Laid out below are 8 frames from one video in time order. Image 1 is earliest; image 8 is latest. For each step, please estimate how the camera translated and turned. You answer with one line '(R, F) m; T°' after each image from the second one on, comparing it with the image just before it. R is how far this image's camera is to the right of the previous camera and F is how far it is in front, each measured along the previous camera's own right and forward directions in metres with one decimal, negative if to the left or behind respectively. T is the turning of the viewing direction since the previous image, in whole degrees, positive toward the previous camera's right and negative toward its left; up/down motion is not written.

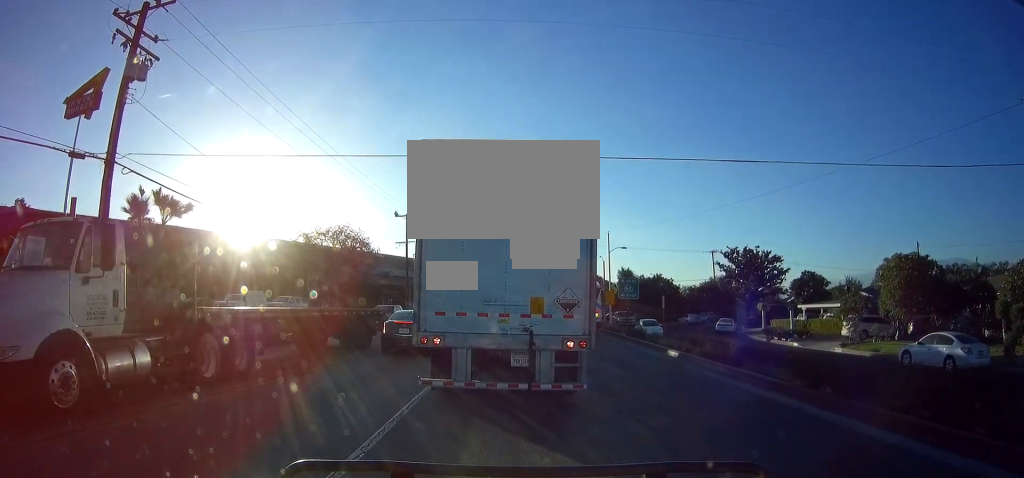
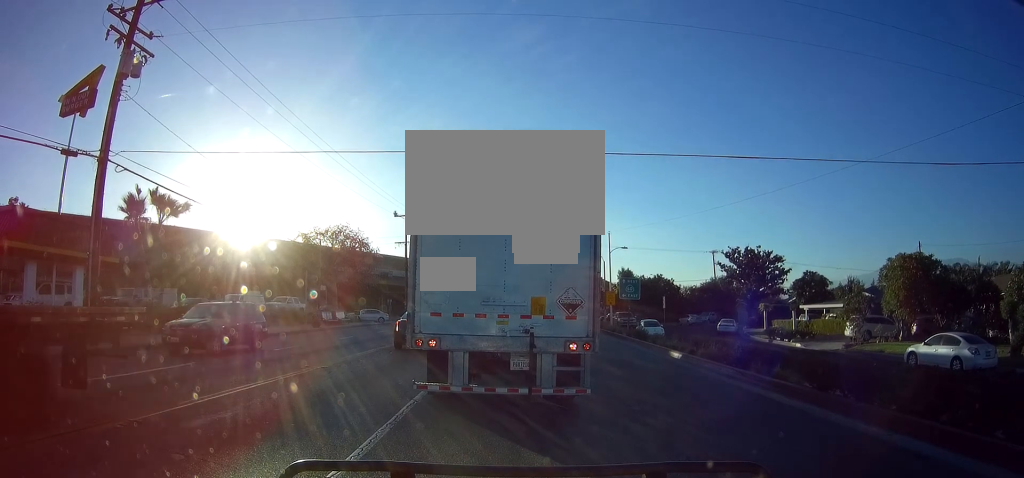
(0.0, +0.6) m; 0°
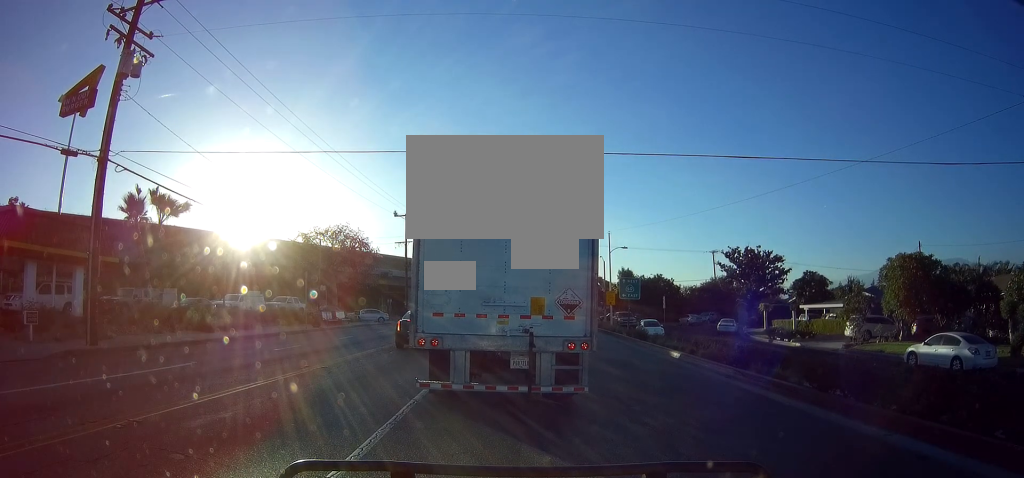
(-0.1, +0.8) m; 0°
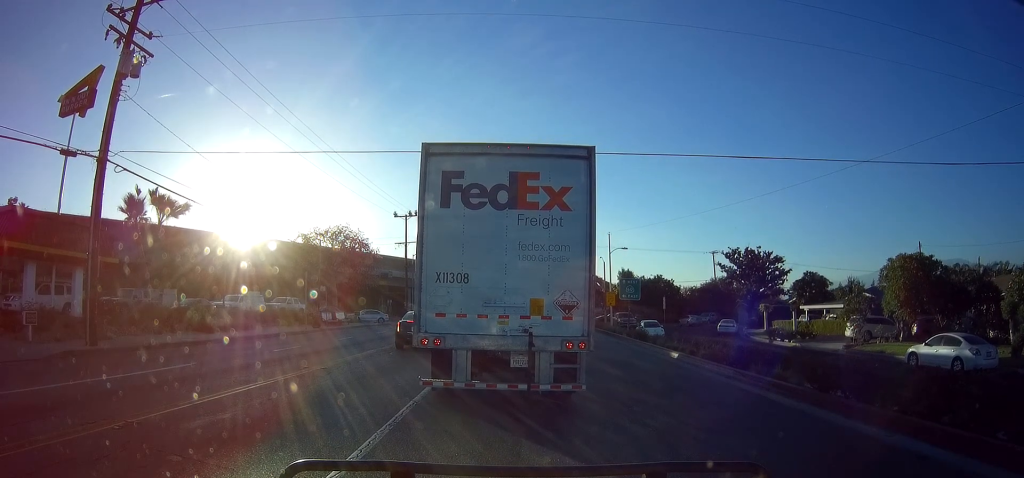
(0.0, 0.0) m; 0°
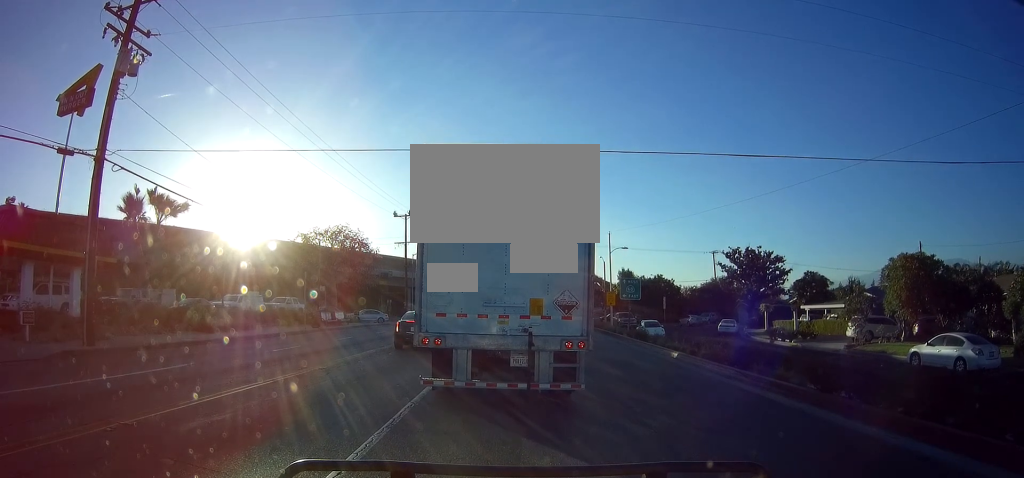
(0.0, +0.3) m; 0°
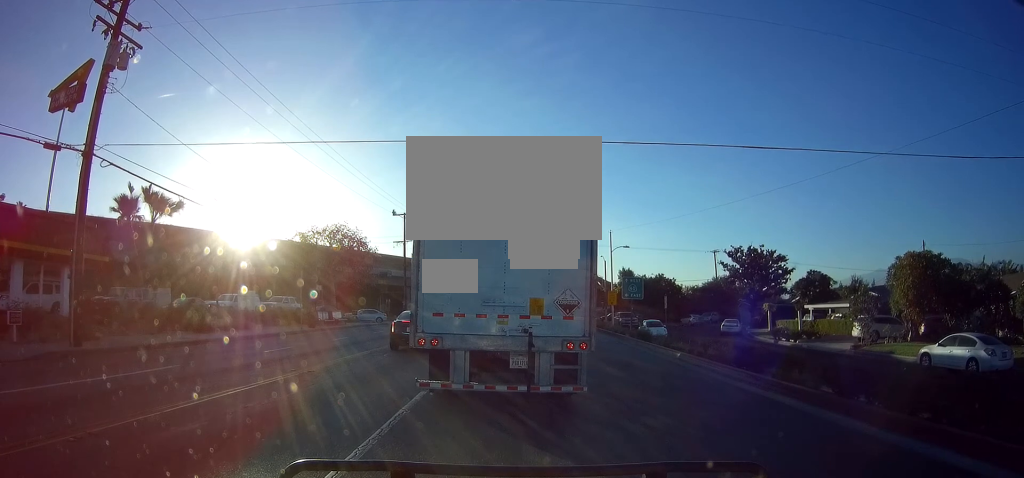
(+0.1, +0.7) m; 0°
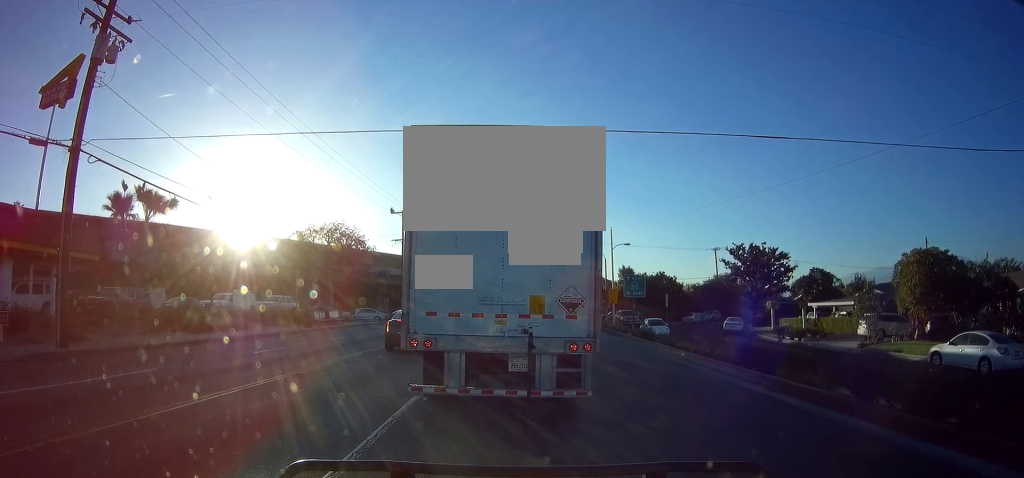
(0.0, +0.4) m; 0°
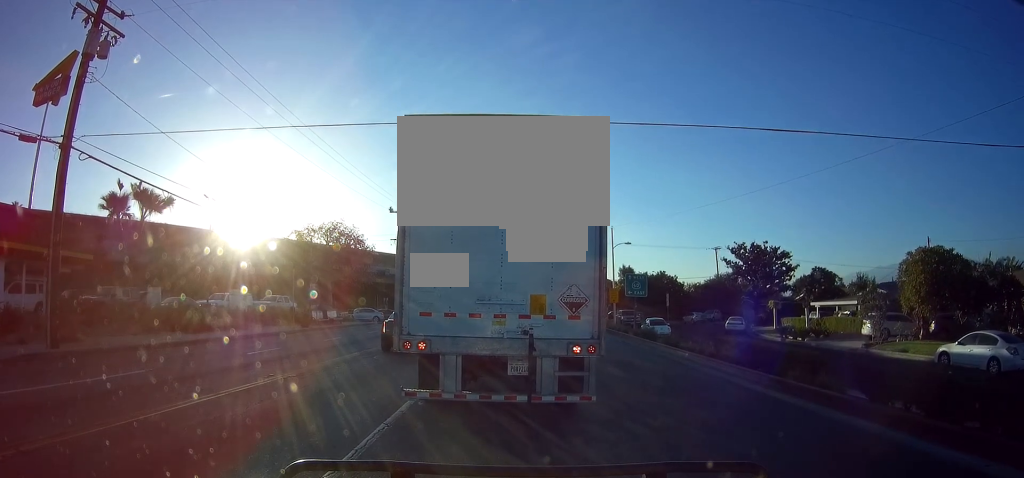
(+0.2, +0.2) m; 0°
